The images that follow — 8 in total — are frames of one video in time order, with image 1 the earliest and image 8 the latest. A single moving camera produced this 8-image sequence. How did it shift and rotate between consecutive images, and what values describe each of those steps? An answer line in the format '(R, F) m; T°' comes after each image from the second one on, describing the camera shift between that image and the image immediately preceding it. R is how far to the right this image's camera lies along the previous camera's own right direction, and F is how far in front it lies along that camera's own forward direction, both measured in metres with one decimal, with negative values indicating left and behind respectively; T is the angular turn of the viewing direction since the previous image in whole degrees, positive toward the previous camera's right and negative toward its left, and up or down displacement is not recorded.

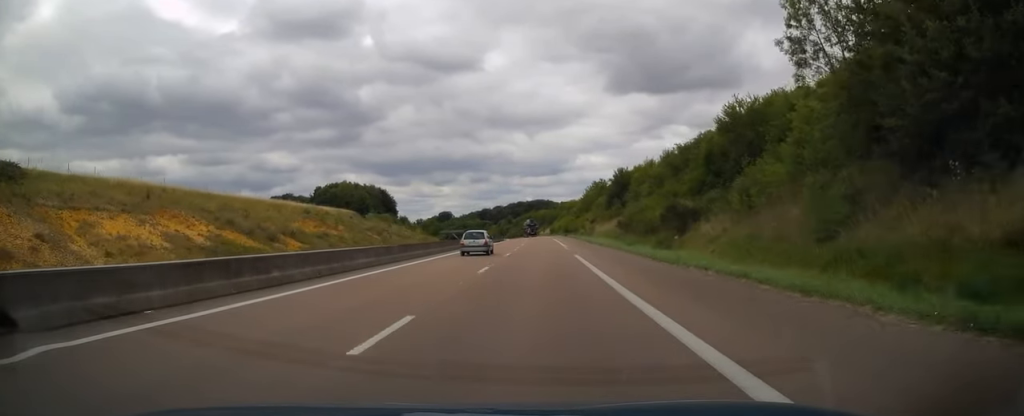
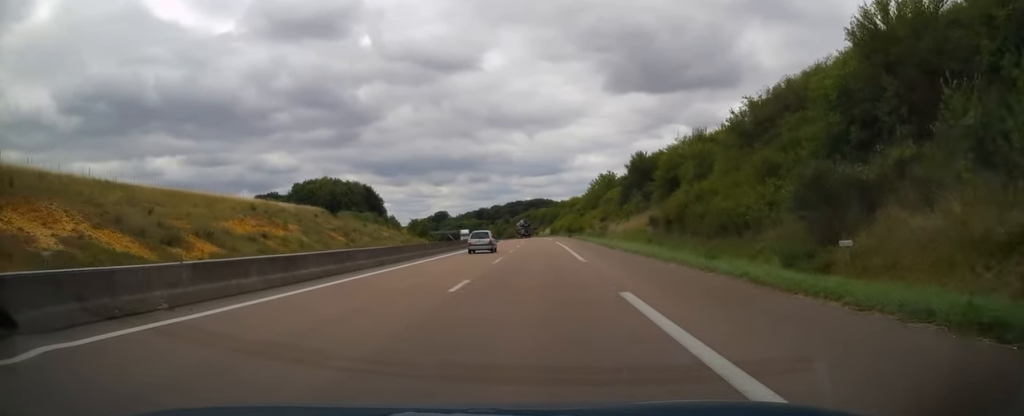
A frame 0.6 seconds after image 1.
(0.0, +18.6) m; 0°
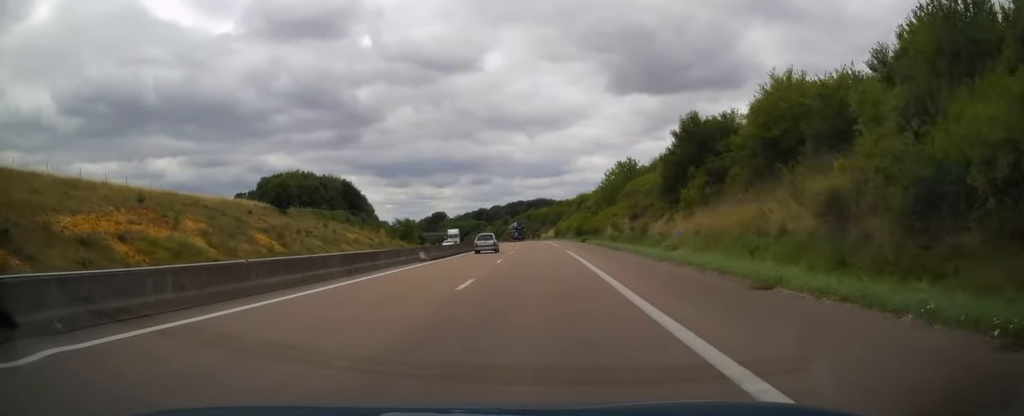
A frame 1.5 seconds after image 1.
(0.0, +25.0) m; -1°
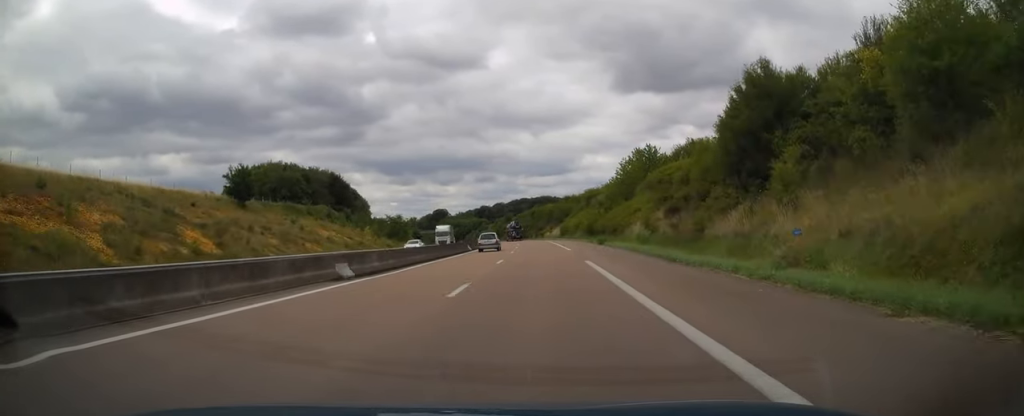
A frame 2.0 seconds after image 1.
(-0.1, +14.7) m; 0°
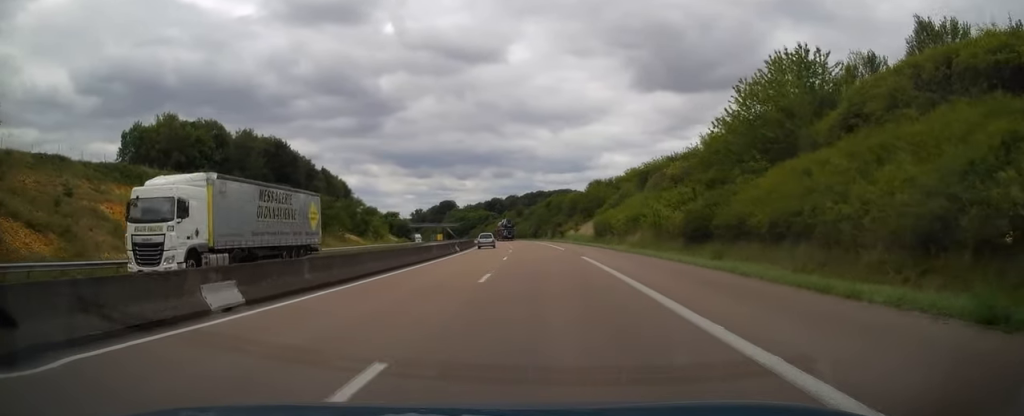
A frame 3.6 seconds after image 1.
(-0.6, +48.0) m; -1°
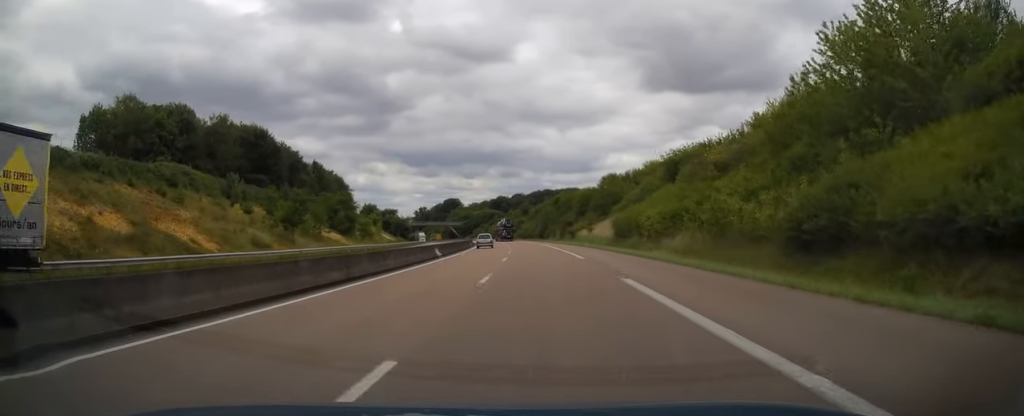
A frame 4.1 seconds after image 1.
(0.0, +12.8) m; -1°
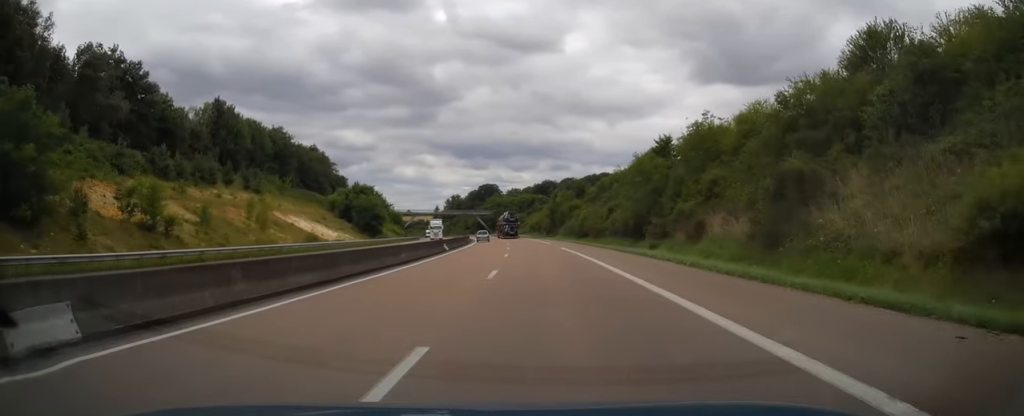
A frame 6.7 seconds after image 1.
(-3.6, +76.4) m; -5°
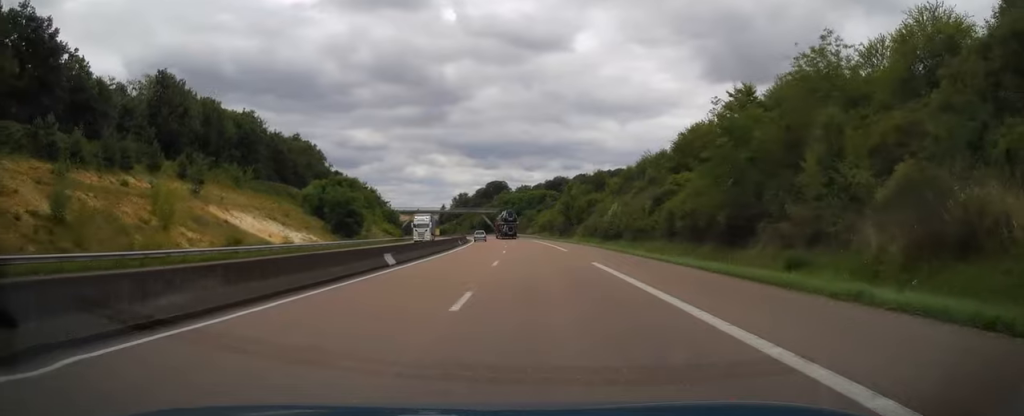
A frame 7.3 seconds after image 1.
(0.0, +19.7) m; -1°
